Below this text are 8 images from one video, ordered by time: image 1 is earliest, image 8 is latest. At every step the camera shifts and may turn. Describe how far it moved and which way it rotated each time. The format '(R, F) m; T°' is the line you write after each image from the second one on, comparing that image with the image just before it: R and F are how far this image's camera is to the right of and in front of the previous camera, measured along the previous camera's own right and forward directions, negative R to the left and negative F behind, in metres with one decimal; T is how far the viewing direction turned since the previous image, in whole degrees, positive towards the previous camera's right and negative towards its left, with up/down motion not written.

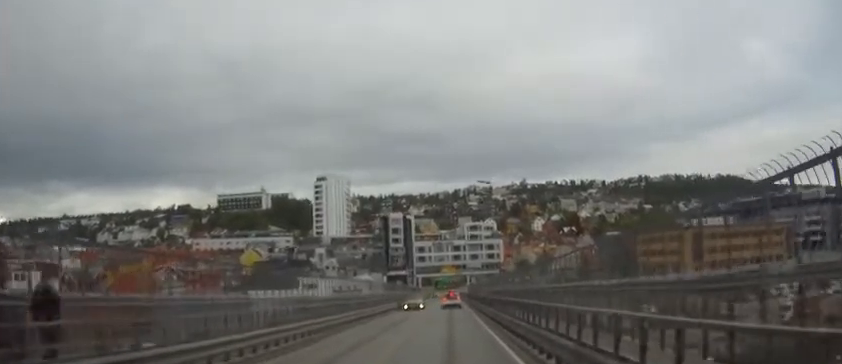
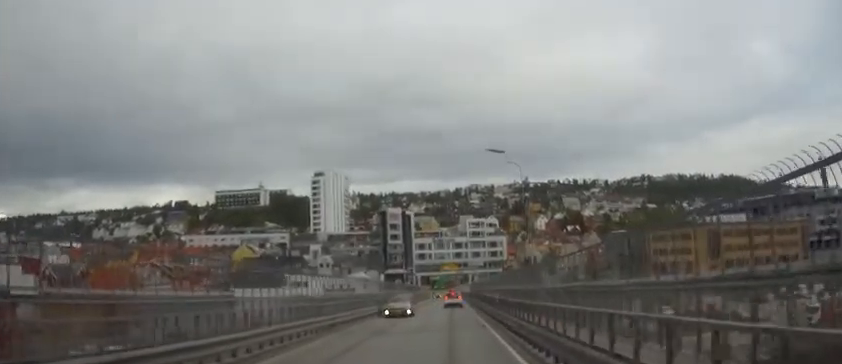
(0.0, +8.4) m; 0°
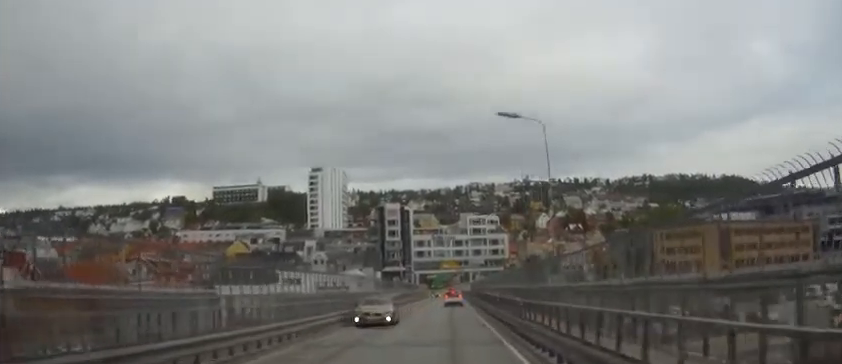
(0.0, +6.1) m; 0°
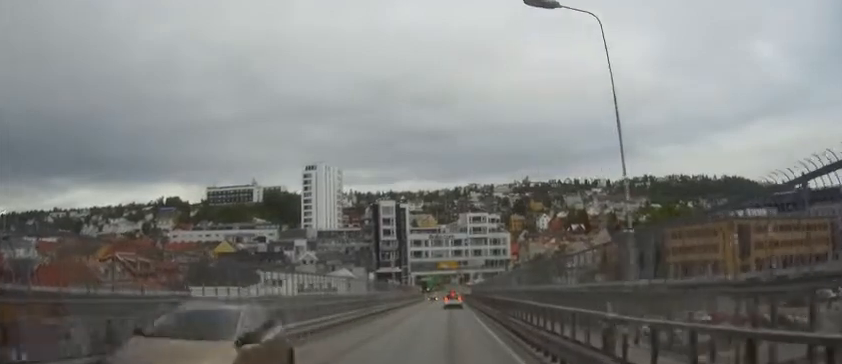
(0.0, +10.4) m; 0°
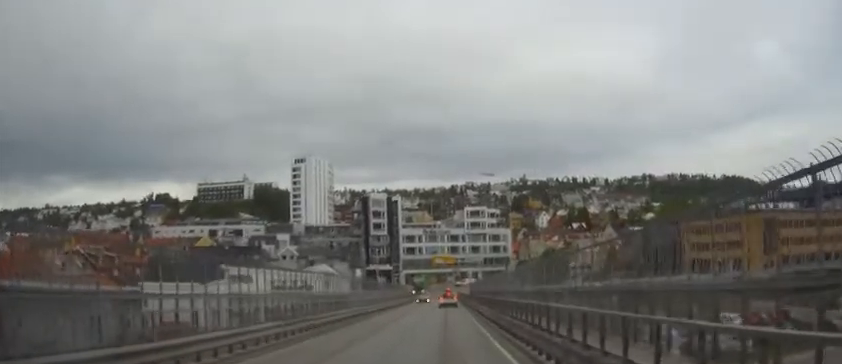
(0.0, +14.2) m; 0°
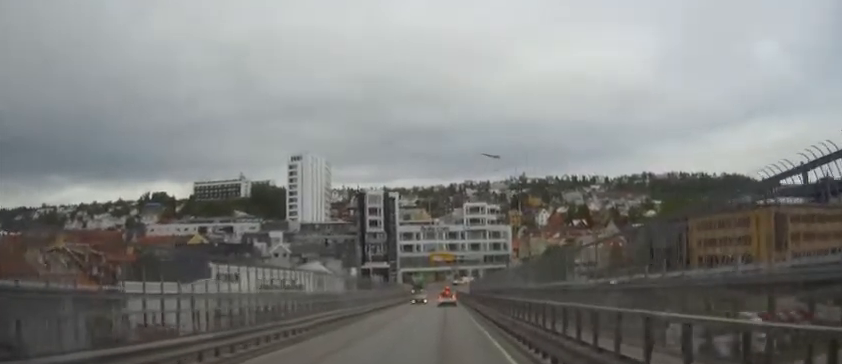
(0.0, +5.2) m; 0°
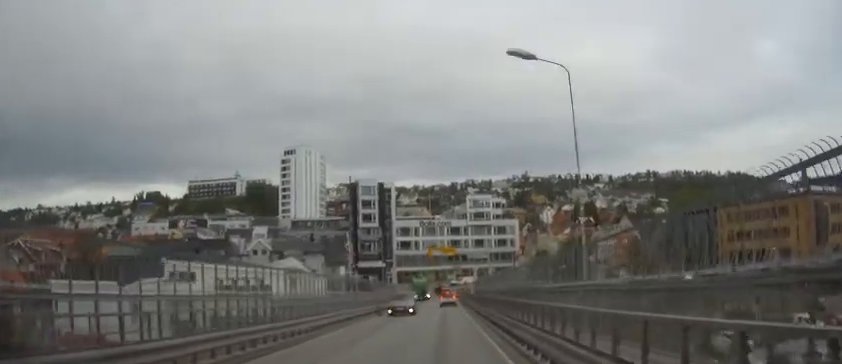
(0.0, +14.9) m; 0°
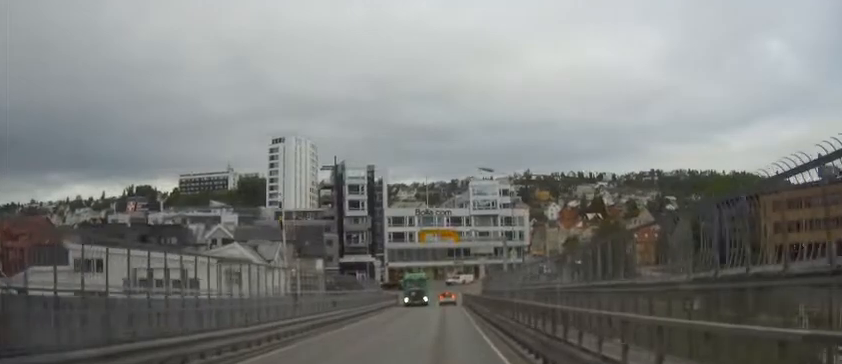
(-0.1, +18.9) m; 0°
